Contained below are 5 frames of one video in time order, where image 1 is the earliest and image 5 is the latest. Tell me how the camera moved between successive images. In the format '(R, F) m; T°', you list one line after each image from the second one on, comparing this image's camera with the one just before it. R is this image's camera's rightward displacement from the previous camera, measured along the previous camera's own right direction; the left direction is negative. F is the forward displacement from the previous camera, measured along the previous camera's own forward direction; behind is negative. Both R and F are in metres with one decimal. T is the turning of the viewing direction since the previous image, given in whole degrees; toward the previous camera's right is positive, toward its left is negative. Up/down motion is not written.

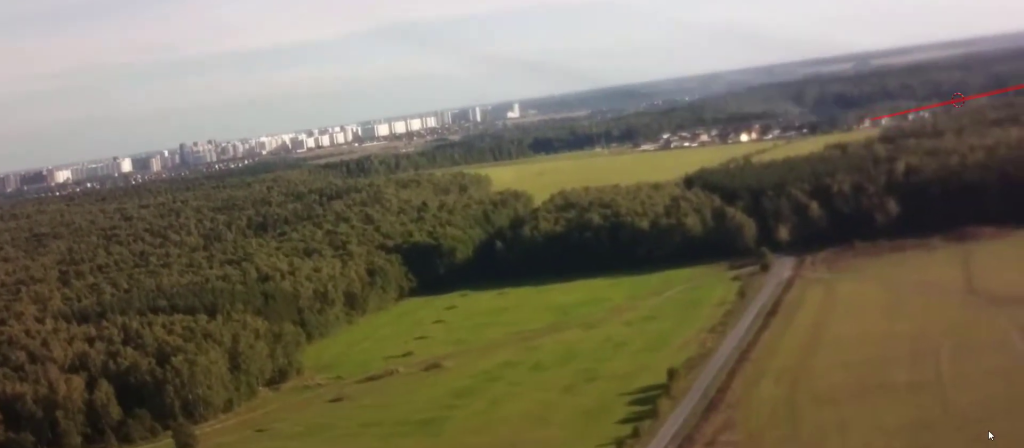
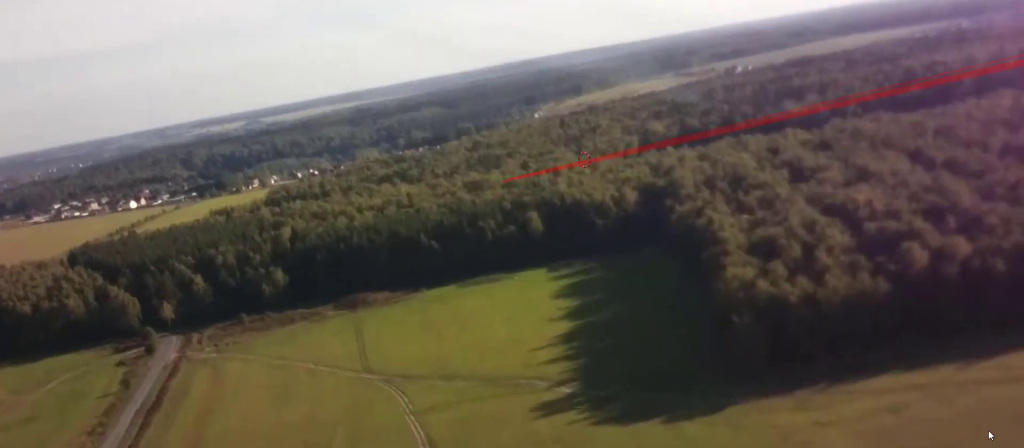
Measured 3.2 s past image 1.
(+6.0, +37.8) m; +20°
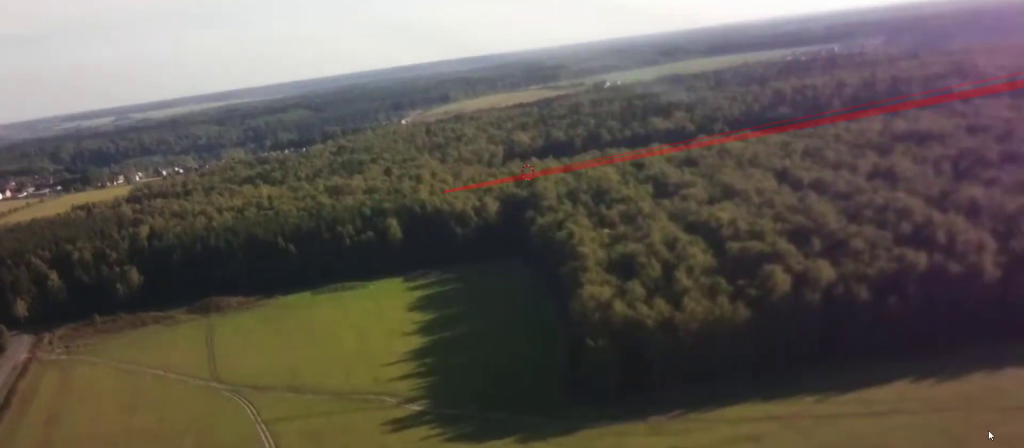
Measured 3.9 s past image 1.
(+0.4, +9.1) m; +5°
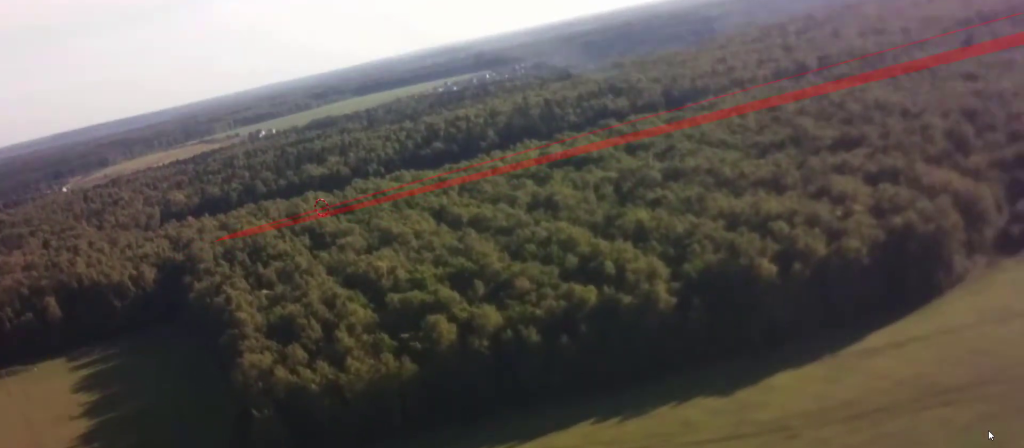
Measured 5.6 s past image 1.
(+1.7, +21.9) m; +10°
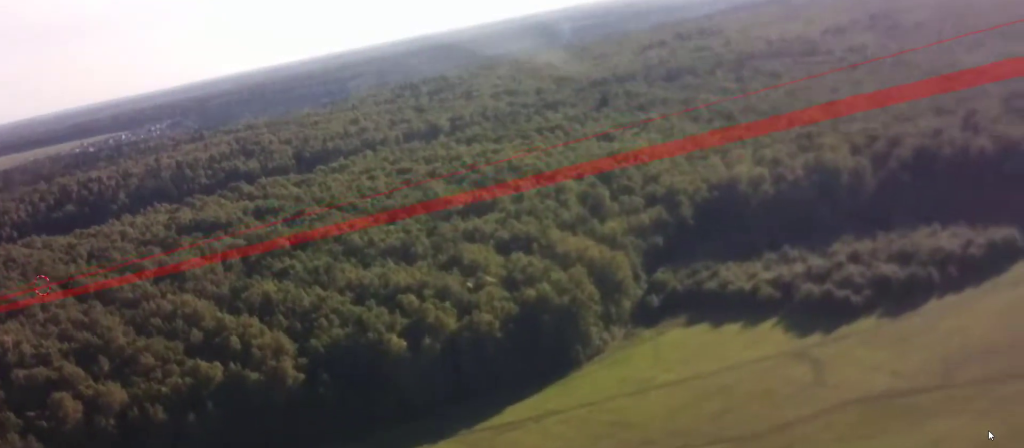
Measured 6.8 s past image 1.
(+1.5, +16.5) m; +9°
